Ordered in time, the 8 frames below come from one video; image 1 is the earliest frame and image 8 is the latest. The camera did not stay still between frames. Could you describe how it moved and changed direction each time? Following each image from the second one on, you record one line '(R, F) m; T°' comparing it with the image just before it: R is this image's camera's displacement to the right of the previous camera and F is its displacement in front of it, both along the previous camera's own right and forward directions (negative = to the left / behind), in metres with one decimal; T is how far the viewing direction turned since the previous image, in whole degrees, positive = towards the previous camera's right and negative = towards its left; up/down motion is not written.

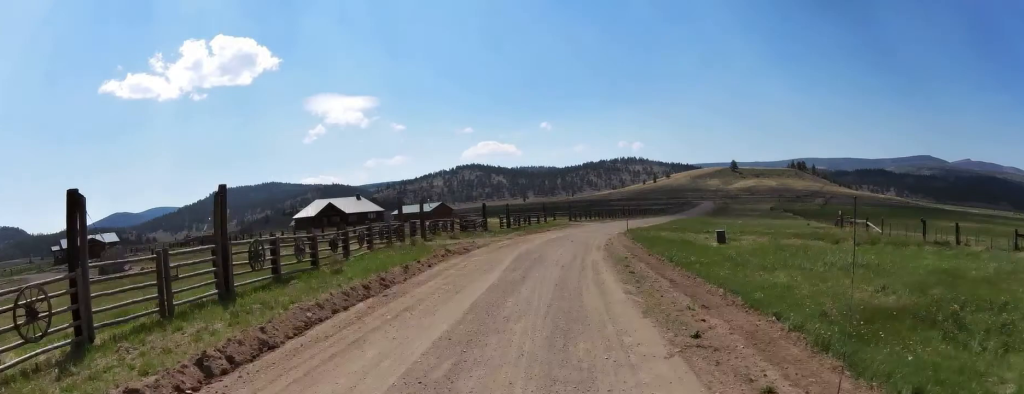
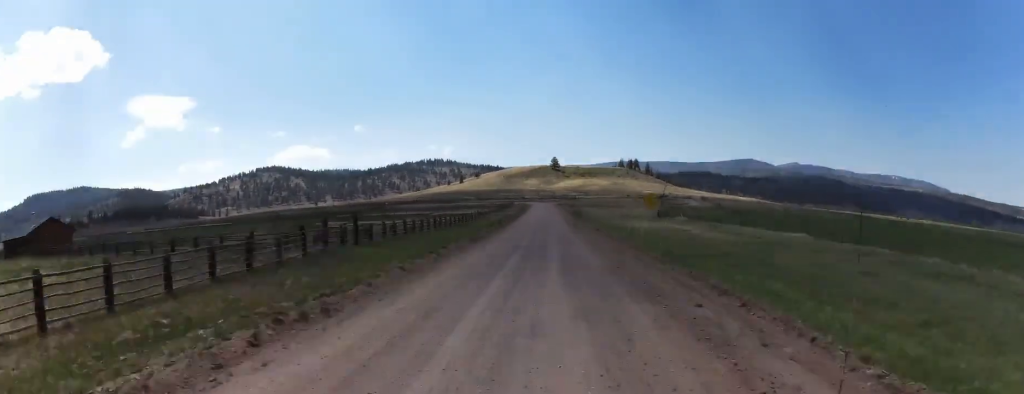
(+9.7, +90.9) m; +6°
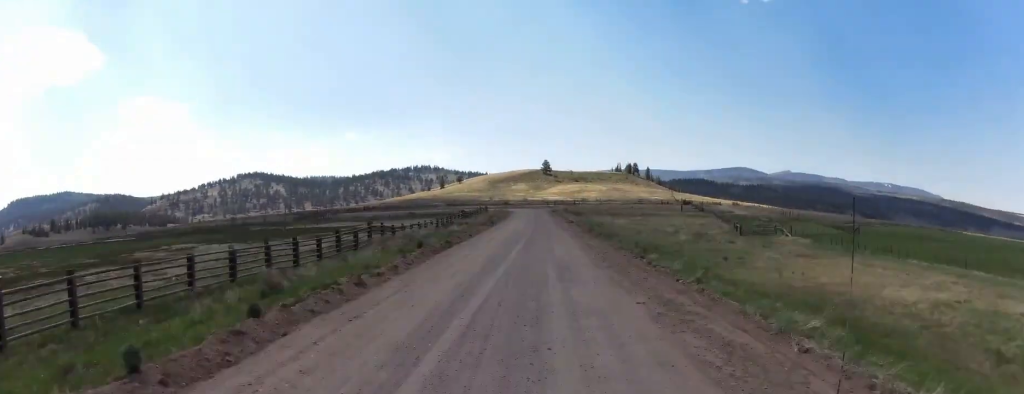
(+3.0, +53.6) m; -2°
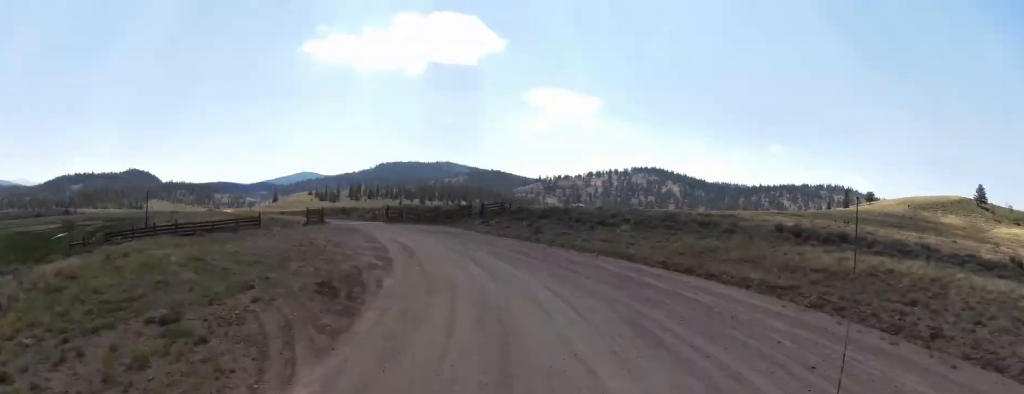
(-53.1, +120.0) m; -56°
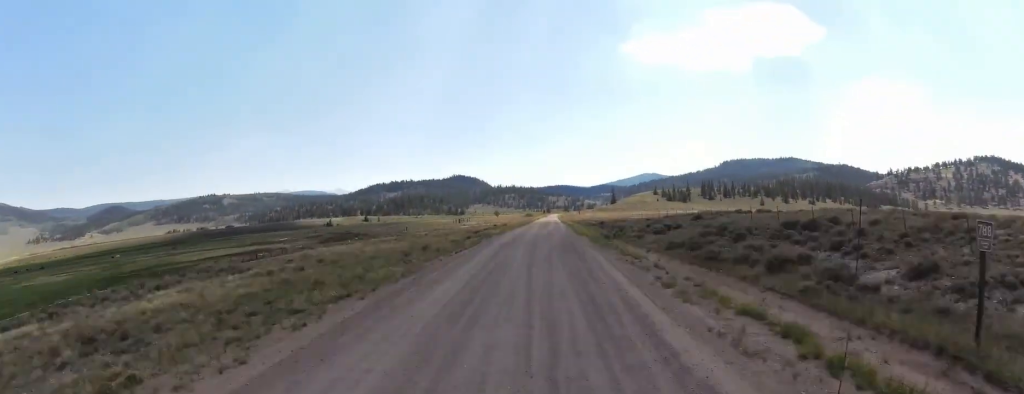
(-26.0, +83.7) m; -19°
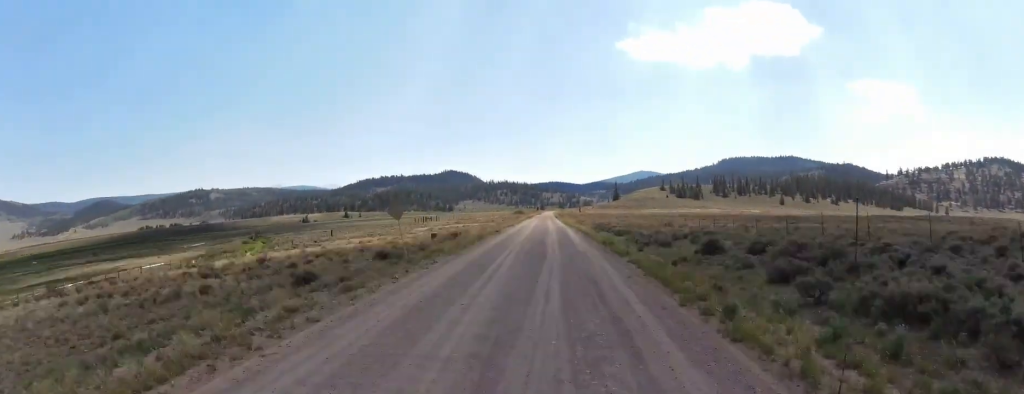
(-0.8, +39.9) m; -2°
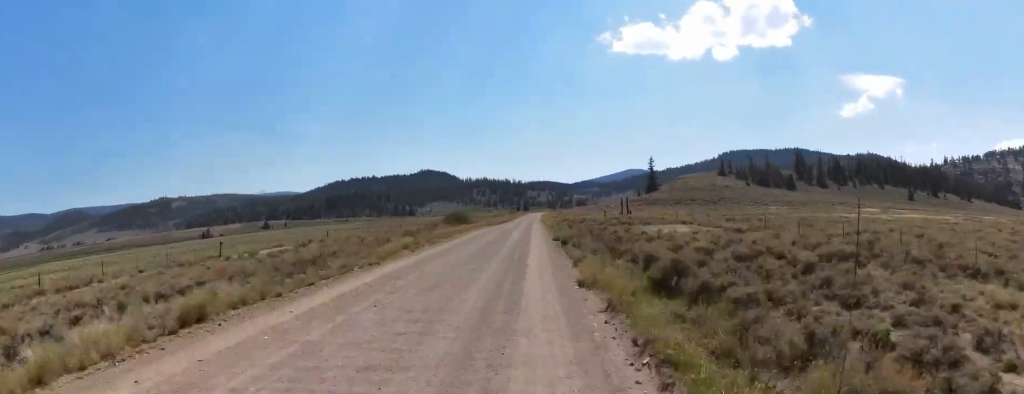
(-0.3, +161.4) m; +2°
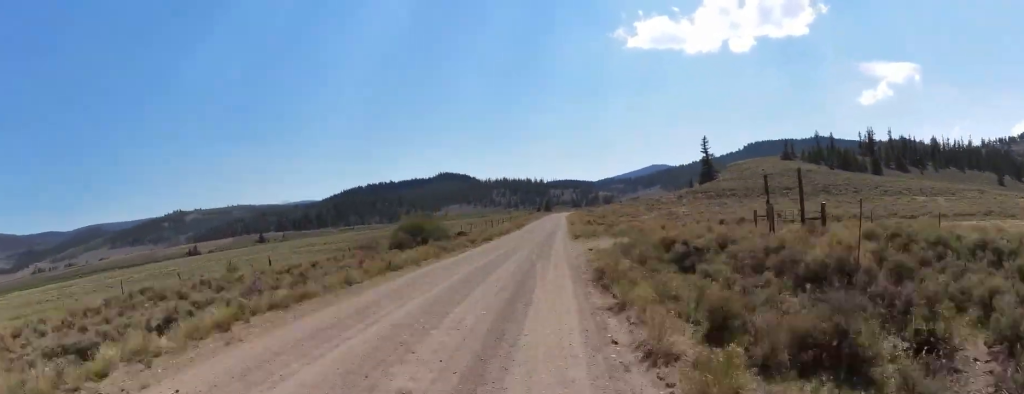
(+0.3, +58.7) m; 0°
